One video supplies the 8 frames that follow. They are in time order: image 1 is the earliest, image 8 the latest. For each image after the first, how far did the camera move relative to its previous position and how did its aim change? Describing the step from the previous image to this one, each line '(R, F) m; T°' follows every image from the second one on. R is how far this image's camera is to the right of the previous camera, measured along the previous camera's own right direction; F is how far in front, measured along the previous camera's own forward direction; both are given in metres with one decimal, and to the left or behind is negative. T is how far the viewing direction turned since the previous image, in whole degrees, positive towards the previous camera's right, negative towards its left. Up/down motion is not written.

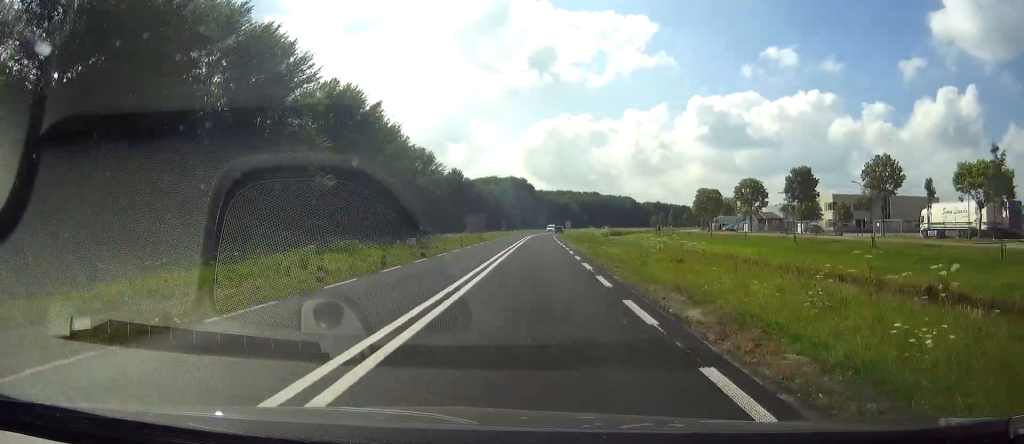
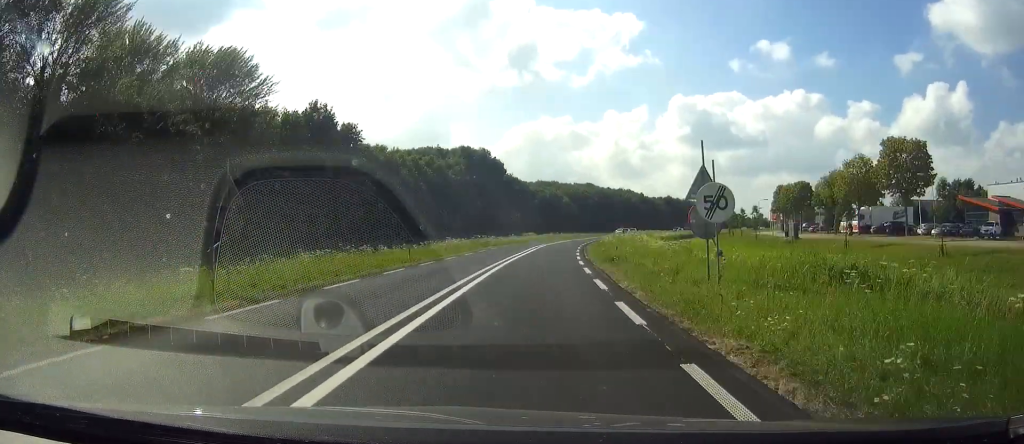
(+2.4, +103.1) m; +7°
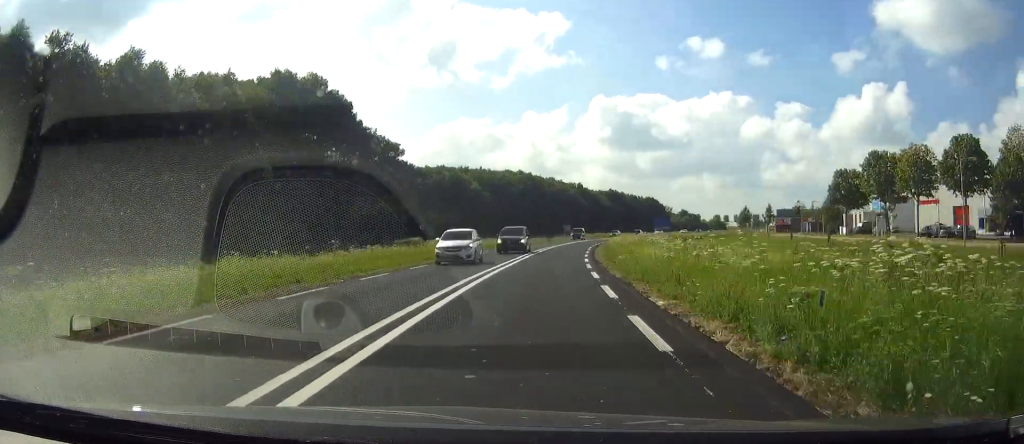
(+4.0, +73.3) m; +6°
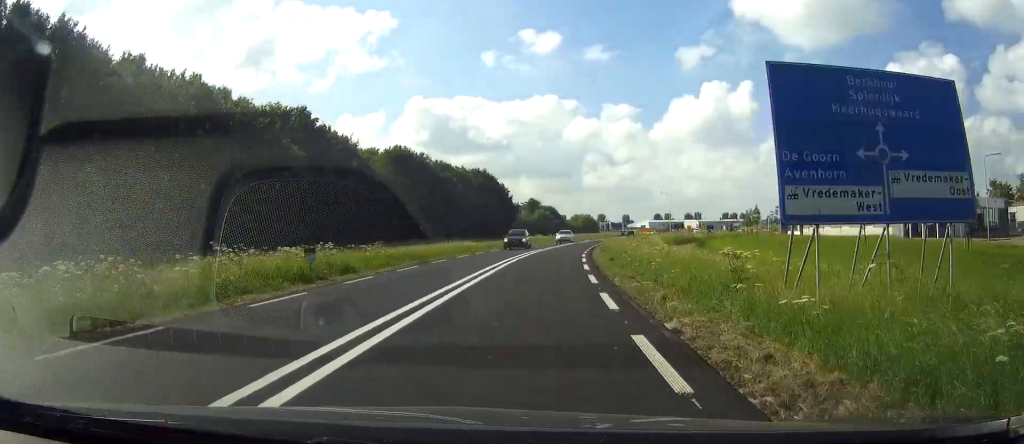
(+11.9, +132.2) m; +11°
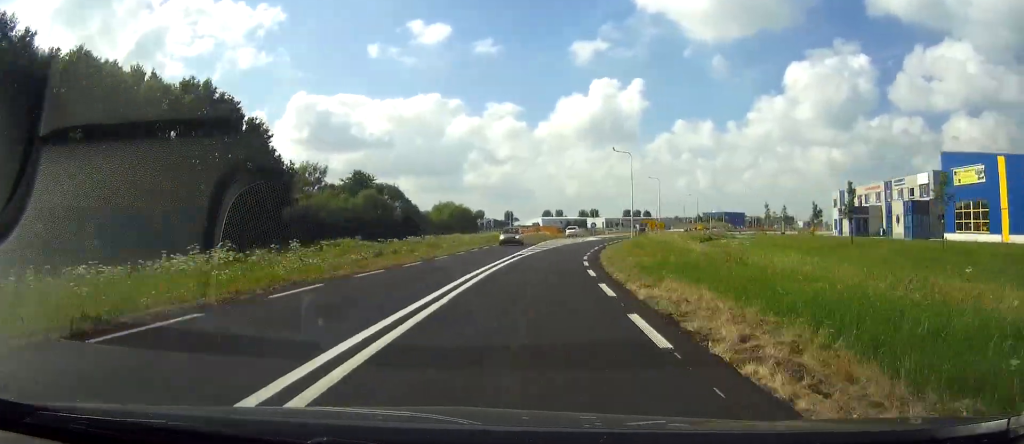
(+6.8, +76.3) m; +11°
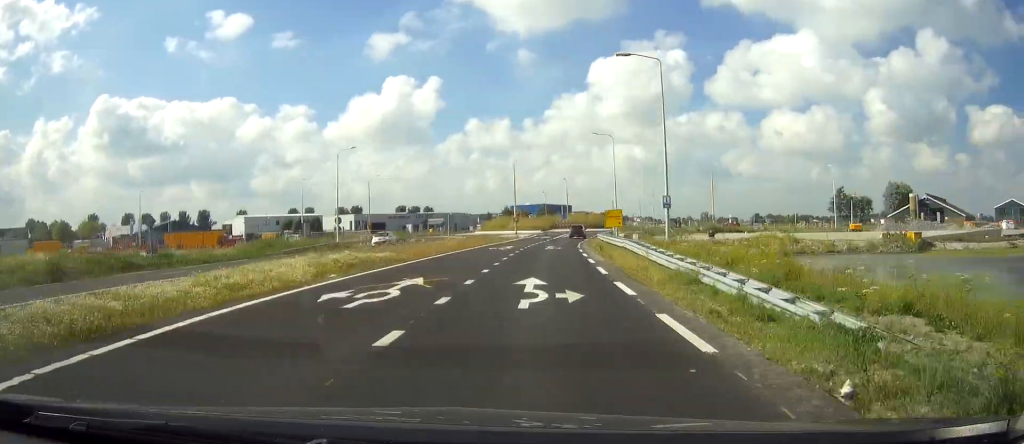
(+20.7, +118.3) m; +17°
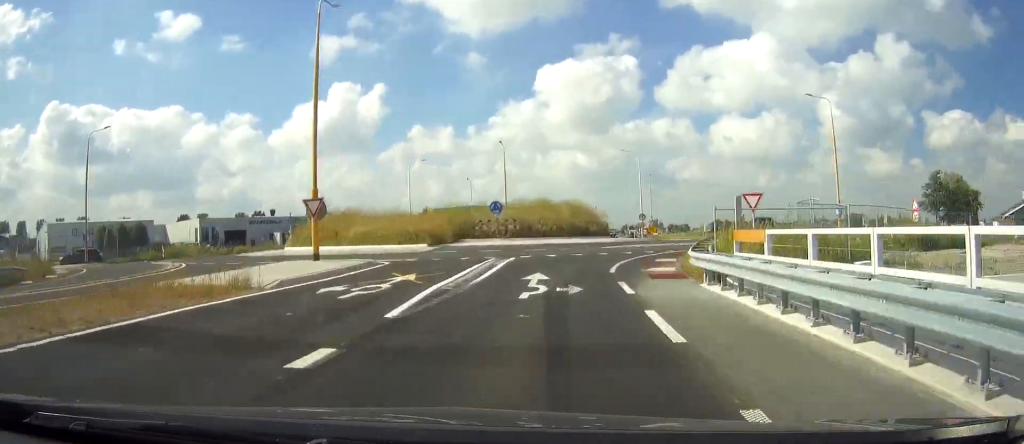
(+3.2, +61.6) m; +7°
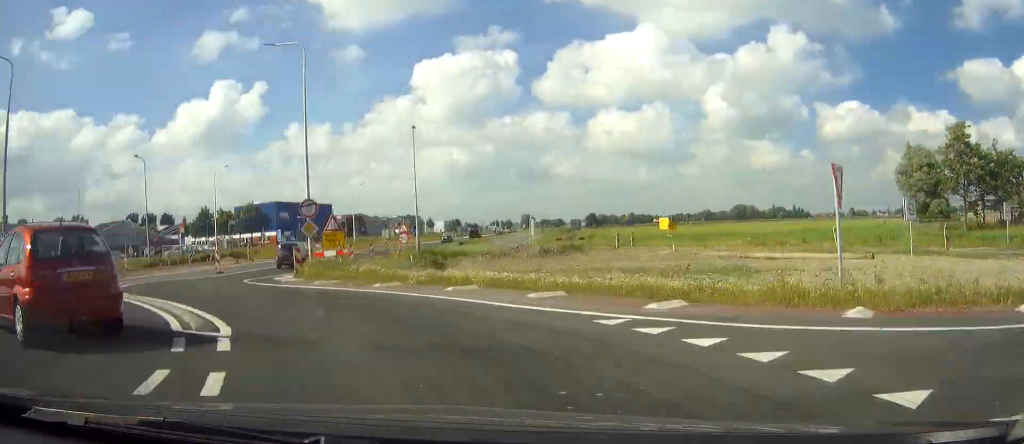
(+4.7, +62.3) m; +4°
